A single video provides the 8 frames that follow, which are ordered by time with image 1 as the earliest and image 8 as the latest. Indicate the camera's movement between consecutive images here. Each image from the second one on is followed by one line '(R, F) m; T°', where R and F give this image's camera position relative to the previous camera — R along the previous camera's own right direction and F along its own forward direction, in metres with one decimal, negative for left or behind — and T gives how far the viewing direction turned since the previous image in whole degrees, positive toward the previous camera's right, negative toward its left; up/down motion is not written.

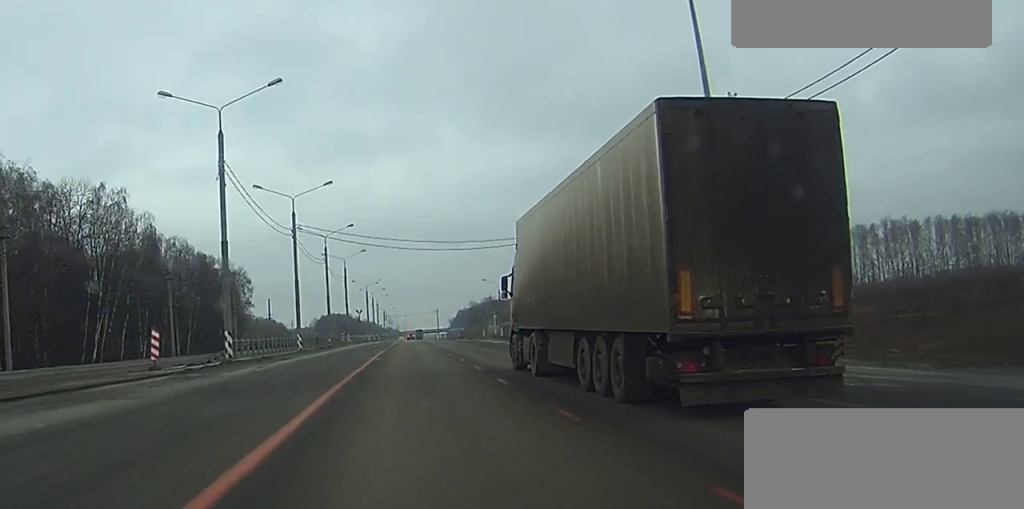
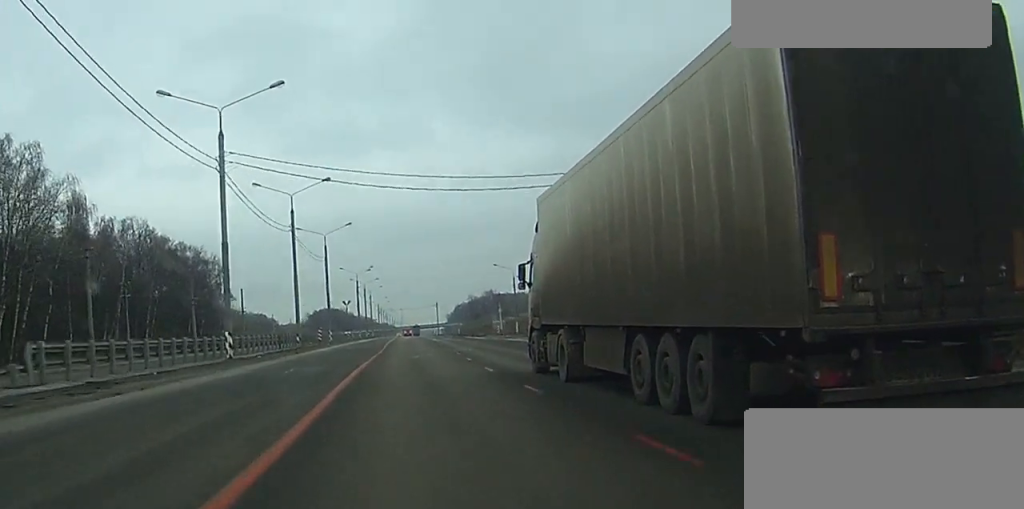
(0.0, +27.8) m; 0°
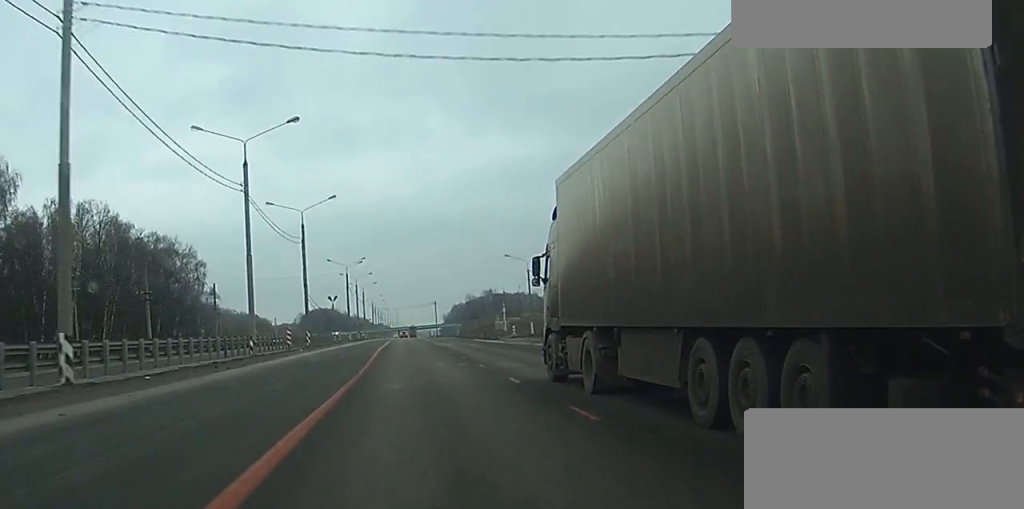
(0.0, +20.4) m; 0°
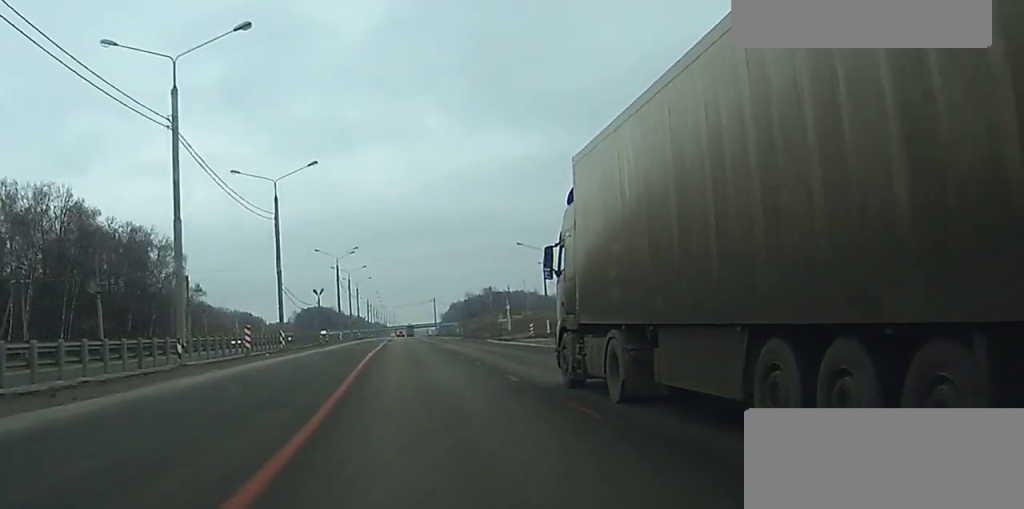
(0.0, +15.8) m; 0°
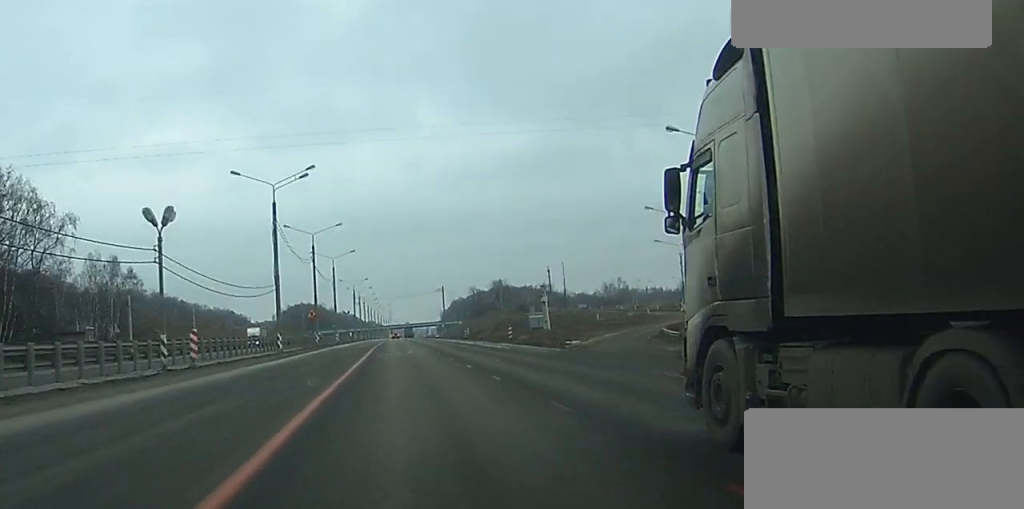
(+0.2, +63.7) m; 0°
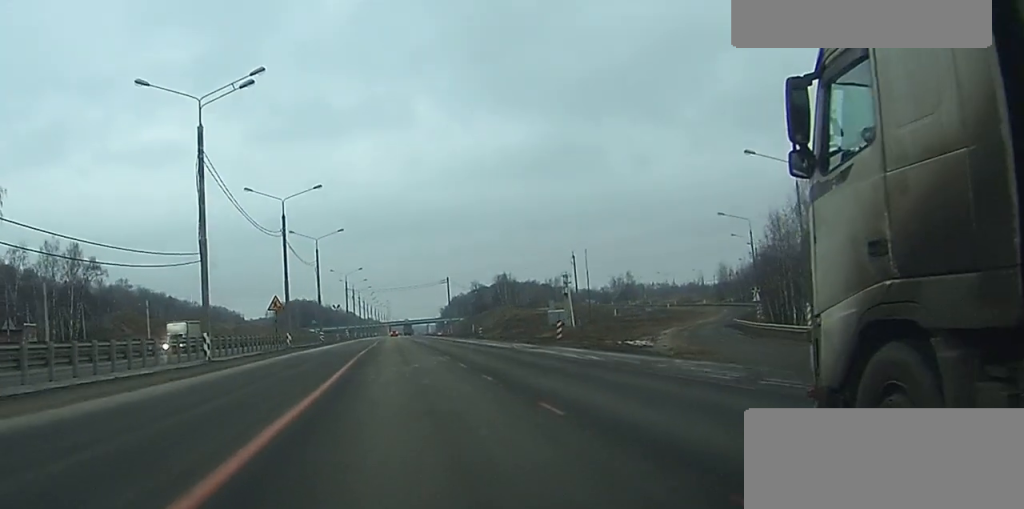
(+0.1, +23.9) m; 0°
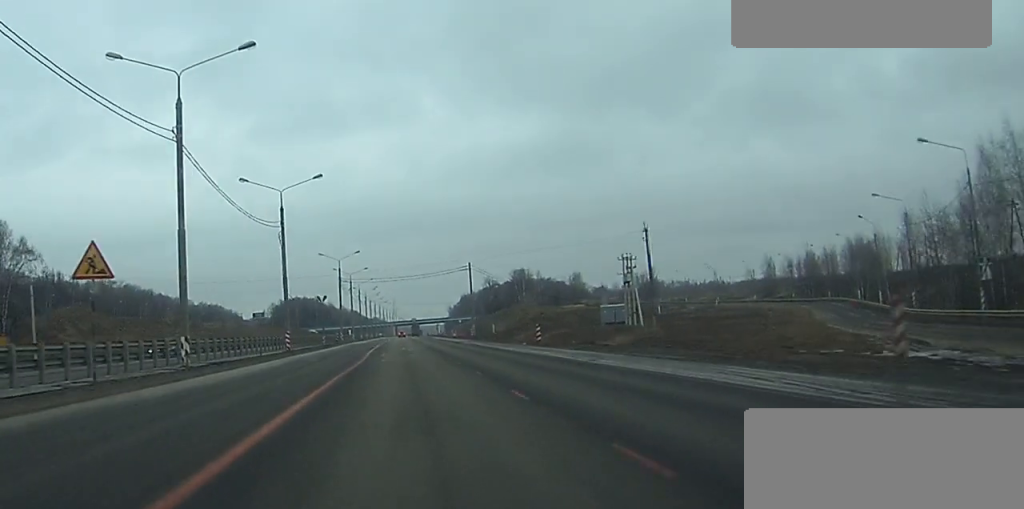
(+0.1, +36.6) m; 0°
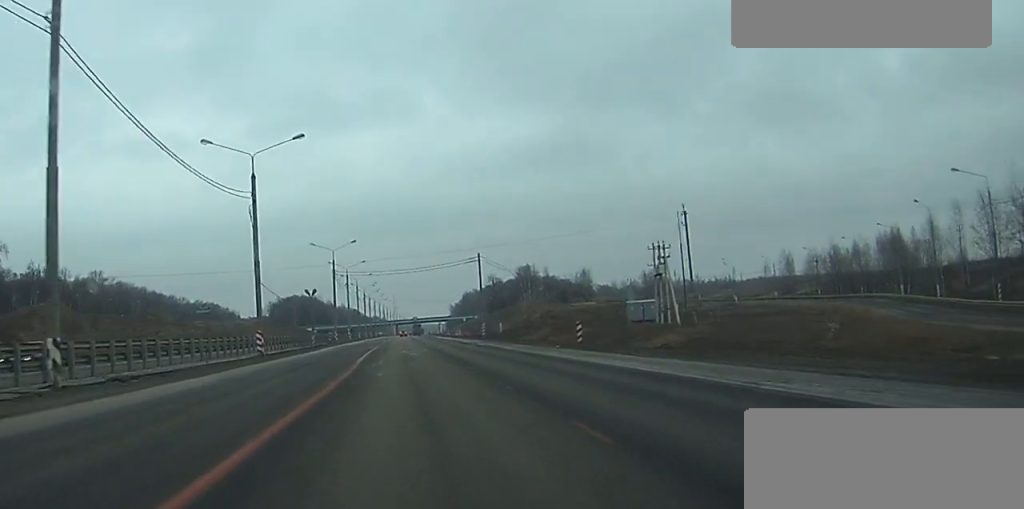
(0.0, +13.6) m; 0°
